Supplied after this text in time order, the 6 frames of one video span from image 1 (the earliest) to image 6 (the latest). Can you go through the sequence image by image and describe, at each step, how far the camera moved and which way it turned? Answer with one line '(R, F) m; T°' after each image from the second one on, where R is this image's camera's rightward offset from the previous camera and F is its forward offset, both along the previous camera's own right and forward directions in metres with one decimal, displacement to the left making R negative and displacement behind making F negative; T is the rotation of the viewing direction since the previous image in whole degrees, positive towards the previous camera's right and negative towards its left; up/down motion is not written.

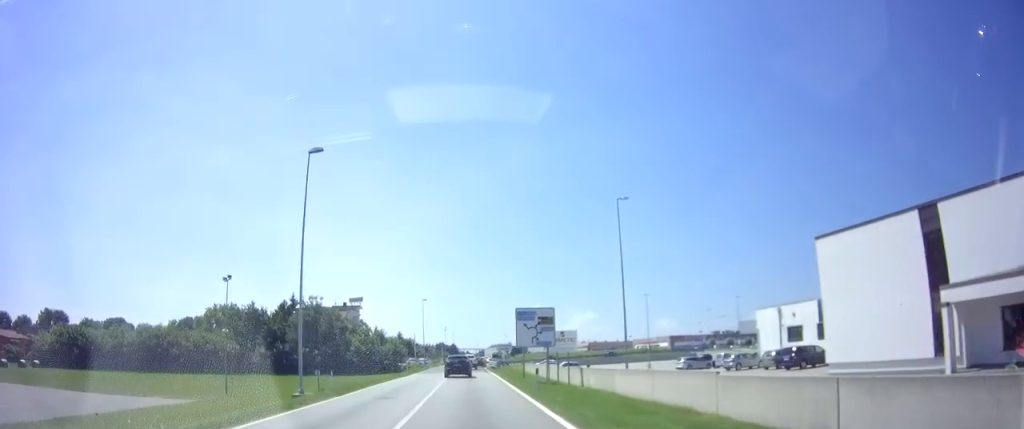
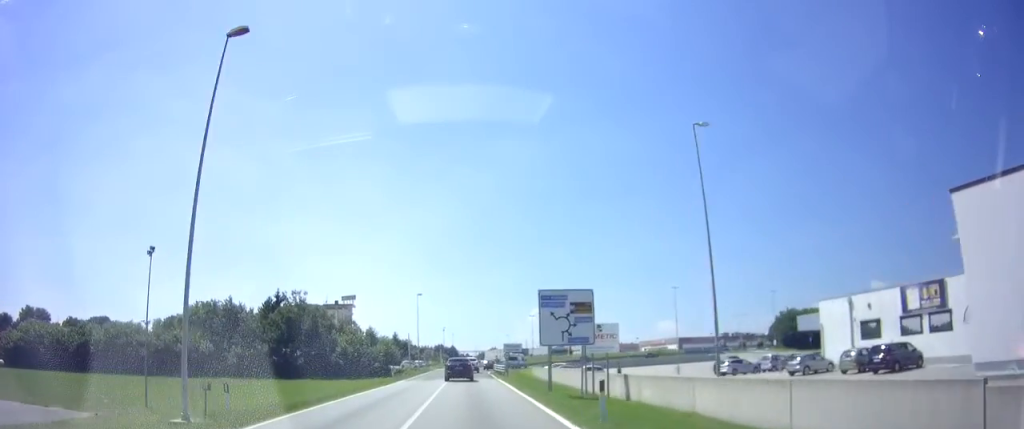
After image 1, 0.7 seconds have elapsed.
(0.0, +9.9) m; 0°
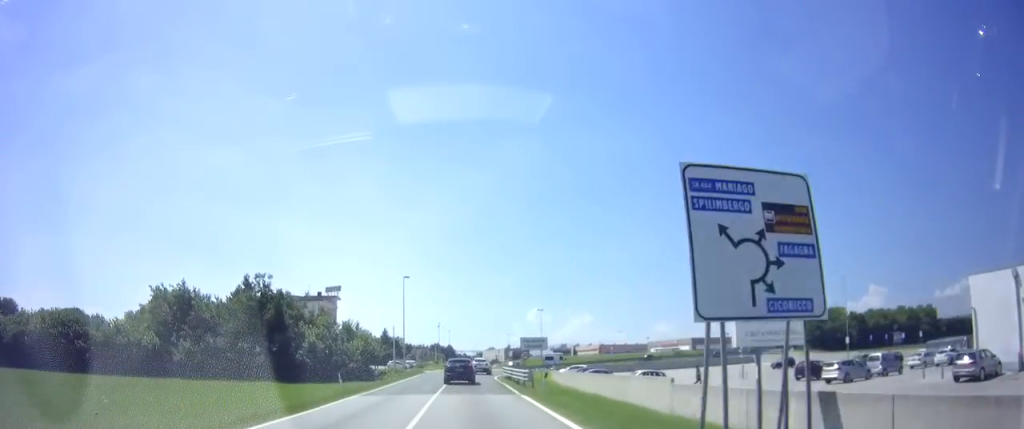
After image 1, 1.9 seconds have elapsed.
(0.0, +16.1) m; +1°
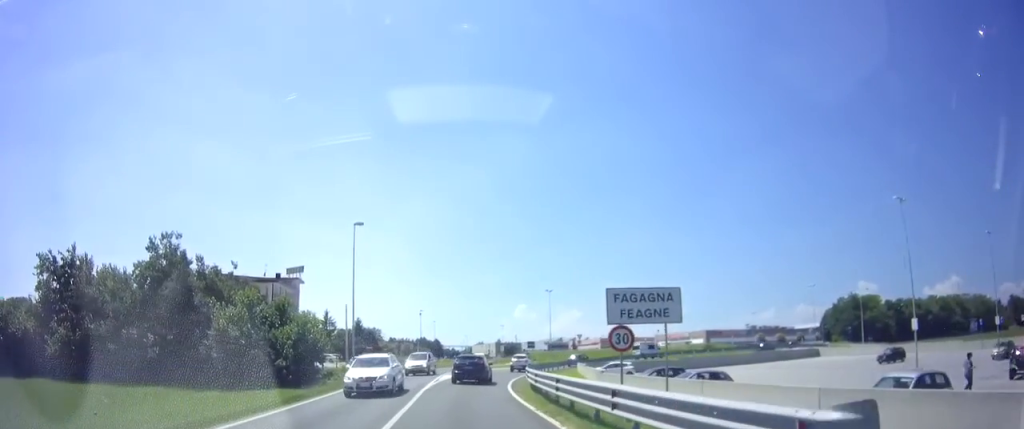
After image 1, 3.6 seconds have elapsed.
(+0.5, +22.1) m; +2°
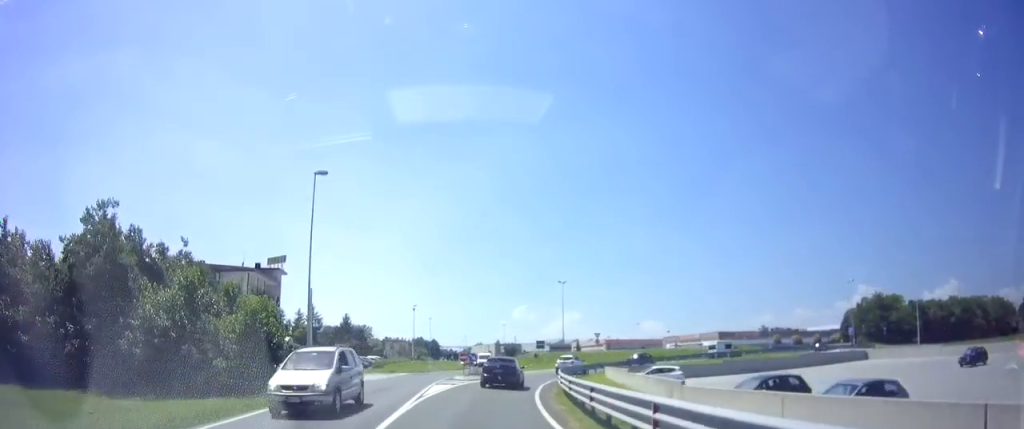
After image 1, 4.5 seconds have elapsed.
(0.0, +10.9) m; -1°
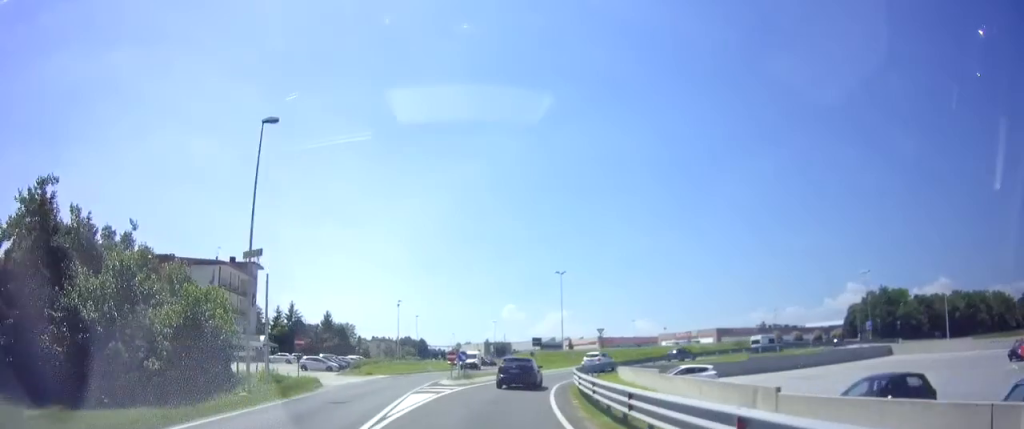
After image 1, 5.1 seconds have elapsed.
(-0.3, +6.9) m; +1°
